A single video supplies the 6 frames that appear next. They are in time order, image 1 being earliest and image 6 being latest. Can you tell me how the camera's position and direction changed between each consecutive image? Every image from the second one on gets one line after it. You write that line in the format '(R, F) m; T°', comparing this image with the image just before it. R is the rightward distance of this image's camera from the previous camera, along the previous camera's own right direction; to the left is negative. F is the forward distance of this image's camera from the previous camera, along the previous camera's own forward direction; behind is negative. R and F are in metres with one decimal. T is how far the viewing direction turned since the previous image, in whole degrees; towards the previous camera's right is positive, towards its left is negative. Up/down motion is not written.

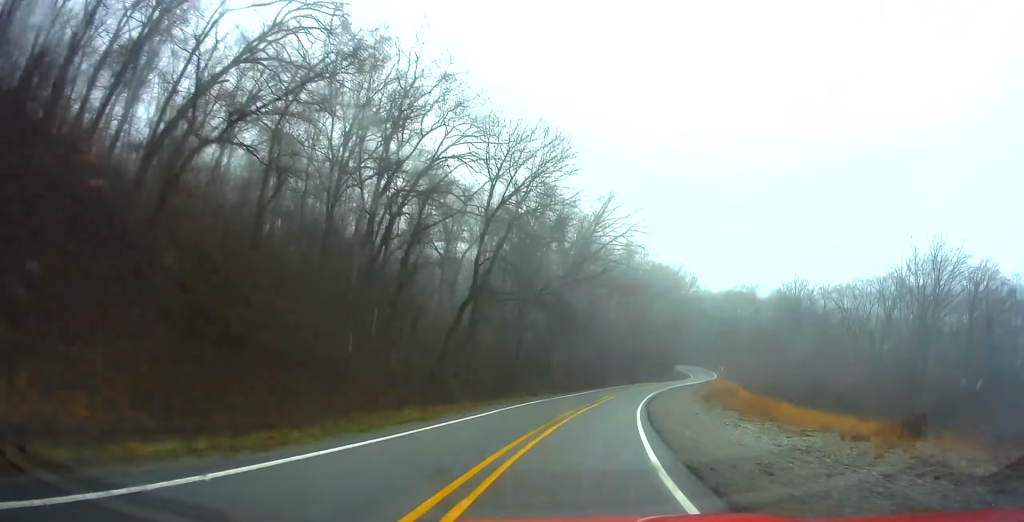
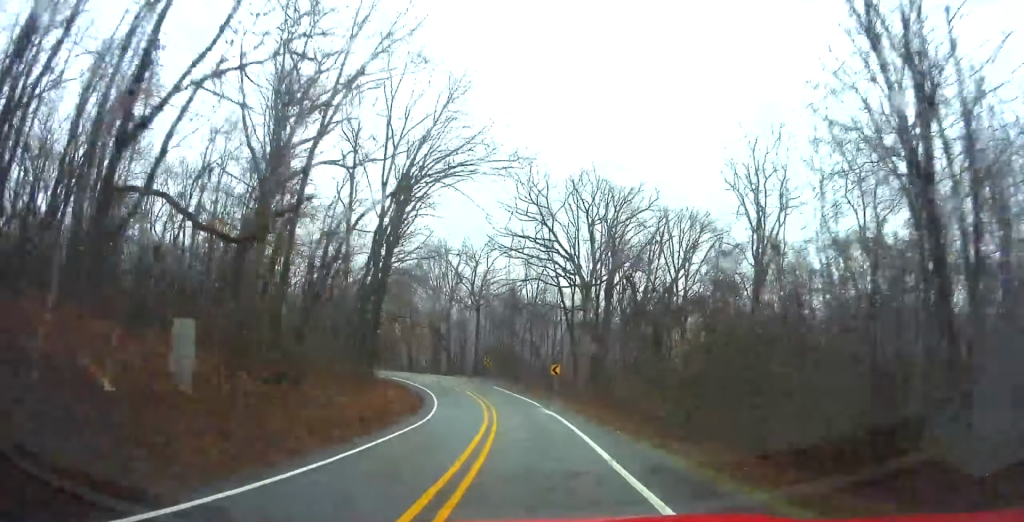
(+30.8, +106.4) m; +23°
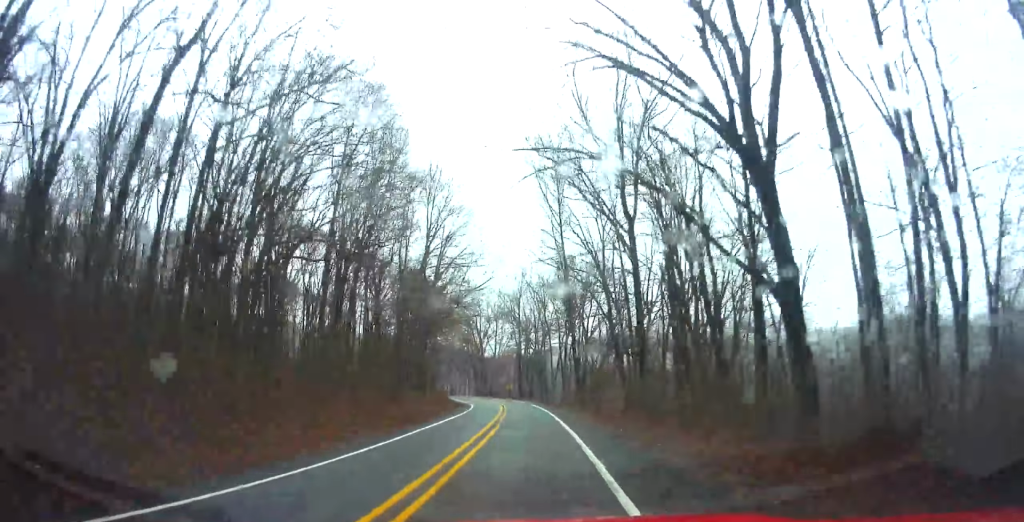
(-12.5, +125.5) m; -22°
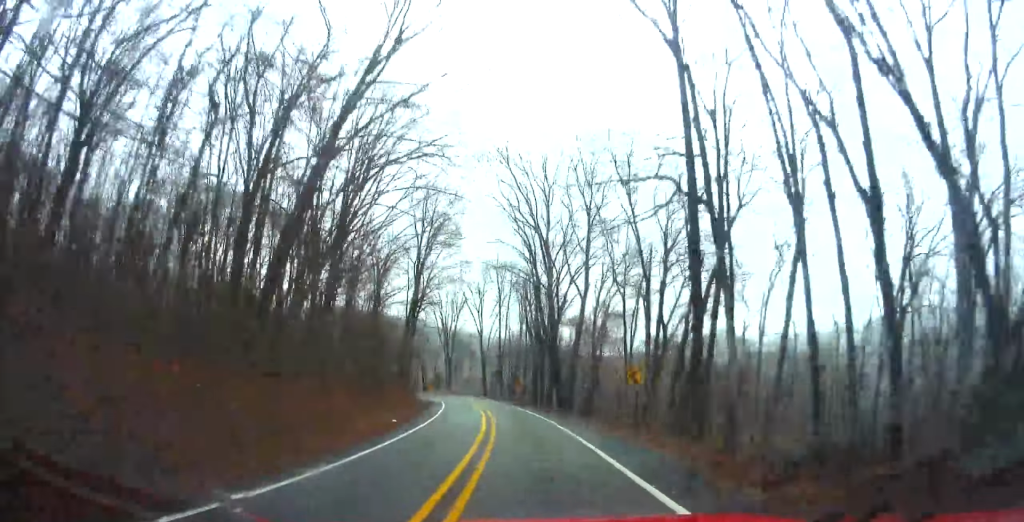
(-15.4, +70.7) m; -18°
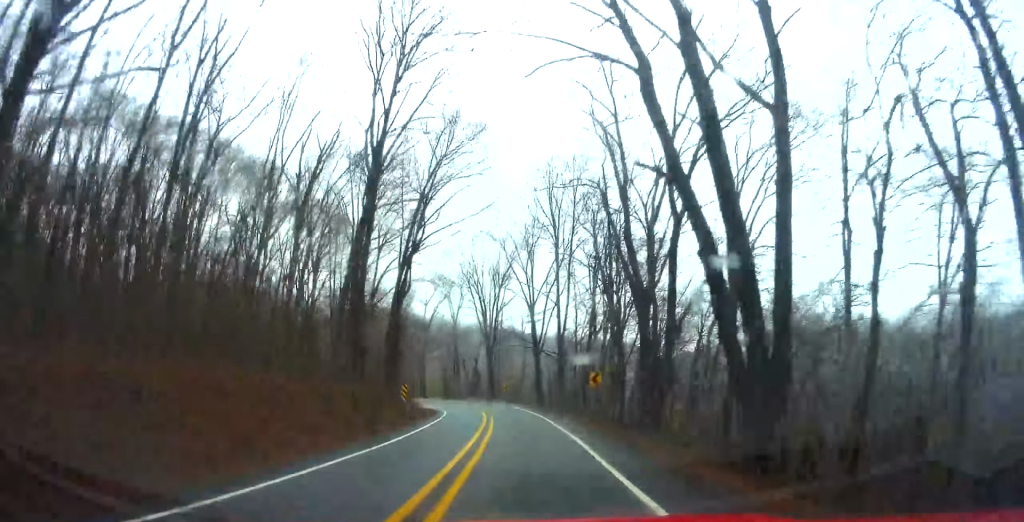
(-1.4, +32.4) m; -6°
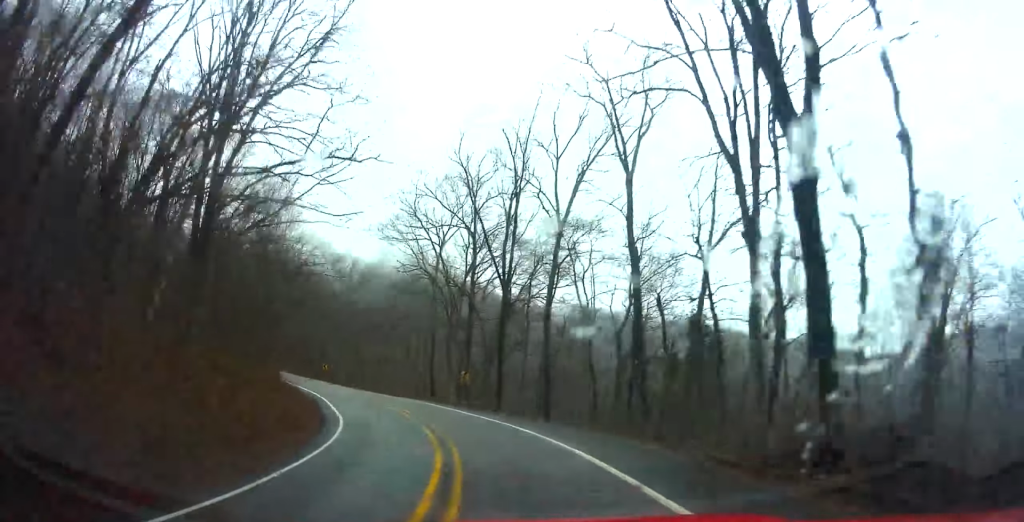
(-10.1, +67.5) m; -22°
